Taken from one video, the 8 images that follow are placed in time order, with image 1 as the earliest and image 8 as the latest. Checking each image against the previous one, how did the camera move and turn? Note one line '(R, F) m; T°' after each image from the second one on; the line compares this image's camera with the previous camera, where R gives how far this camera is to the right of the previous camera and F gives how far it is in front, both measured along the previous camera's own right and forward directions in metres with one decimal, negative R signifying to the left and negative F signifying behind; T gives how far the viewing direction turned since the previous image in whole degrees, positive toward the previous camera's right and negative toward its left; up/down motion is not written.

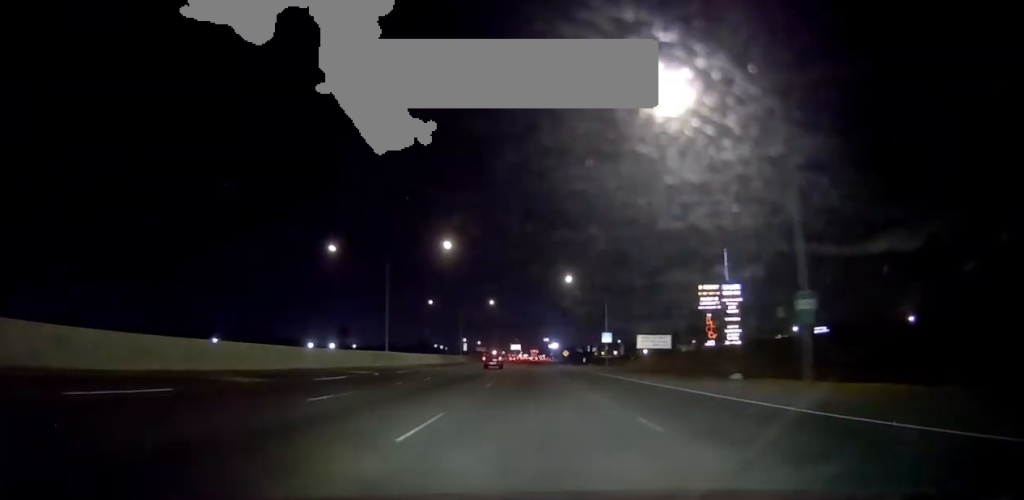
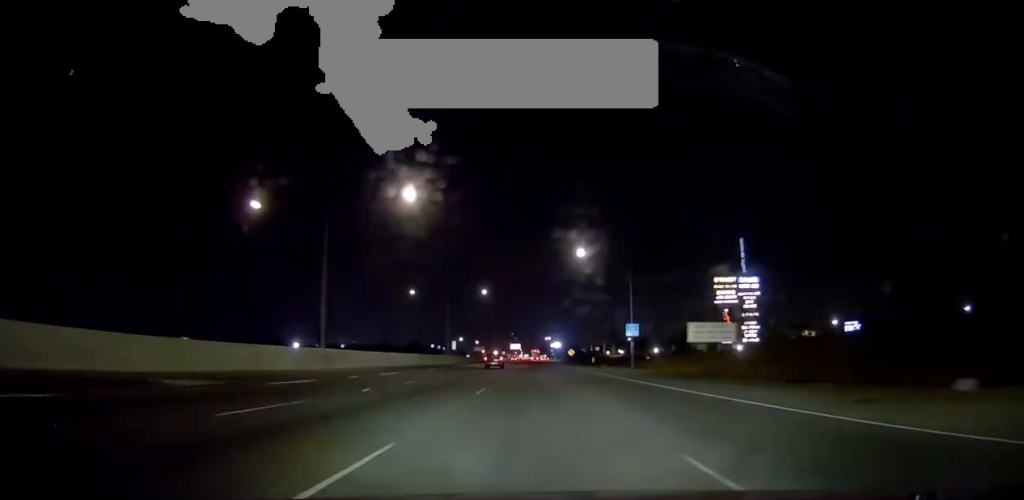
(-0.6, +19.5) m; -1°
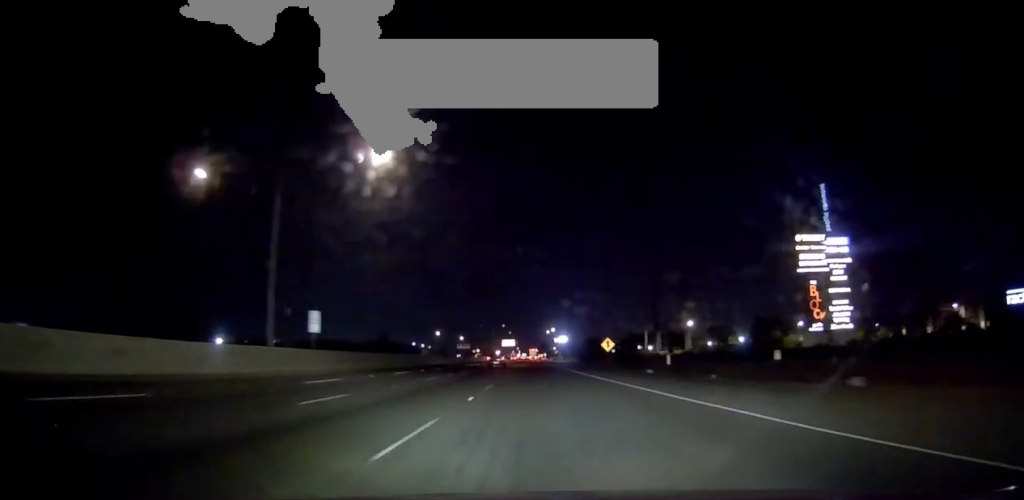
(-0.7, +70.7) m; 0°
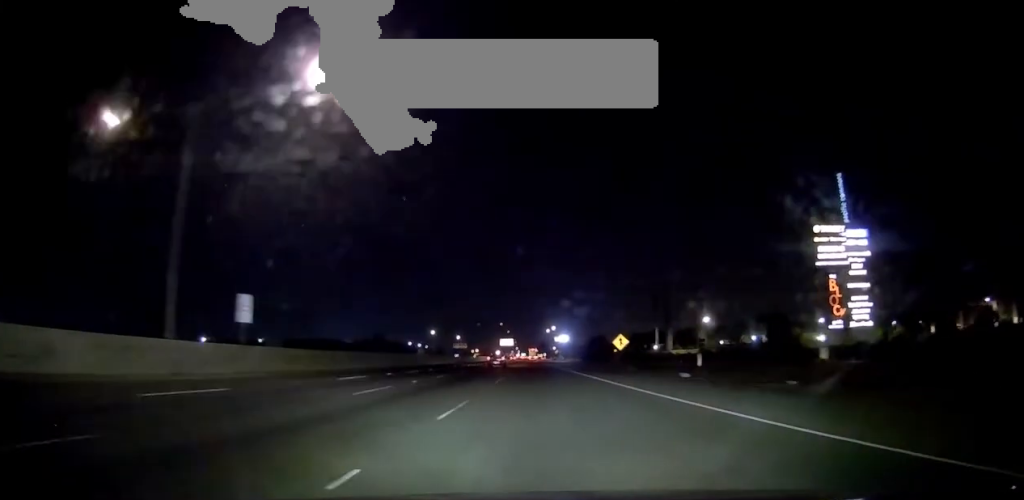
(+0.1, +10.4) m; 0°
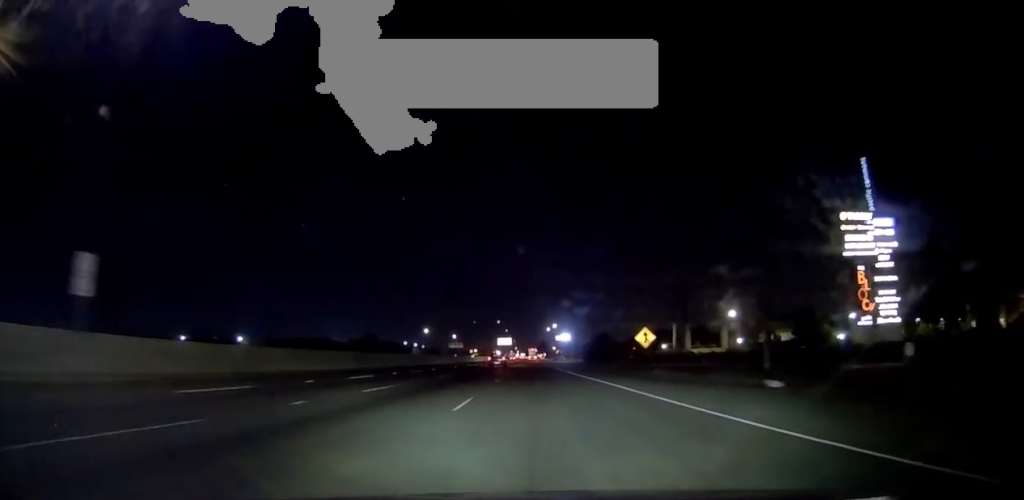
(+0.1, +13.0) m; 0°
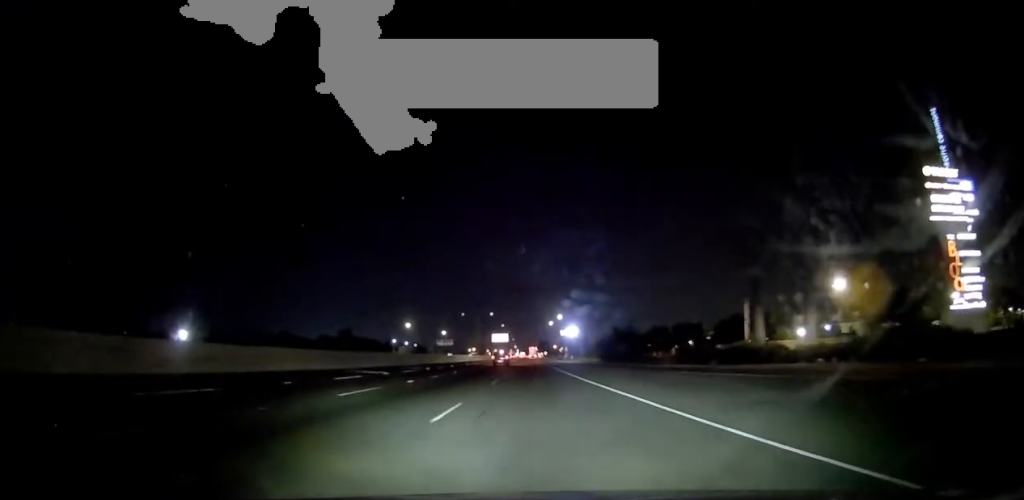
(-0.3, +31.1) m; -1°
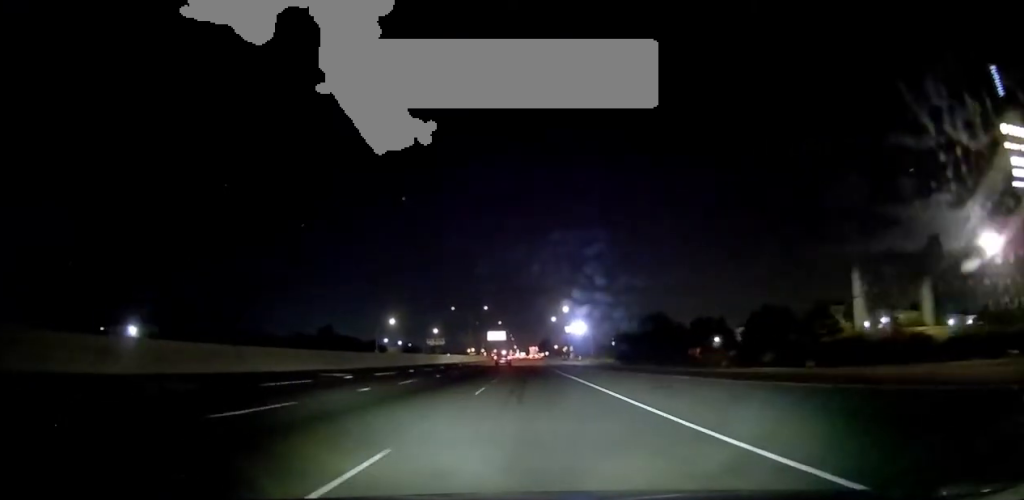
(-0.2, +21.7) m; 0°
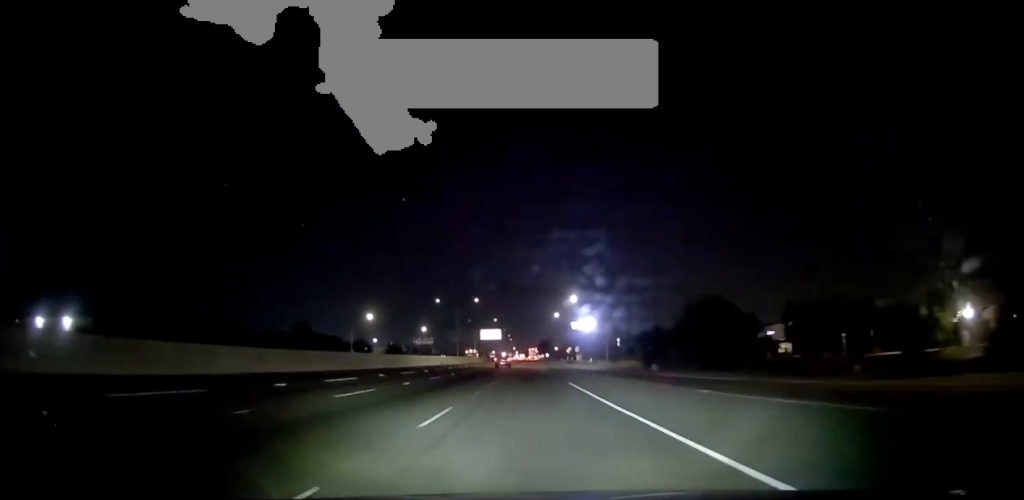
(+0.3, +22.5) m; +1°
